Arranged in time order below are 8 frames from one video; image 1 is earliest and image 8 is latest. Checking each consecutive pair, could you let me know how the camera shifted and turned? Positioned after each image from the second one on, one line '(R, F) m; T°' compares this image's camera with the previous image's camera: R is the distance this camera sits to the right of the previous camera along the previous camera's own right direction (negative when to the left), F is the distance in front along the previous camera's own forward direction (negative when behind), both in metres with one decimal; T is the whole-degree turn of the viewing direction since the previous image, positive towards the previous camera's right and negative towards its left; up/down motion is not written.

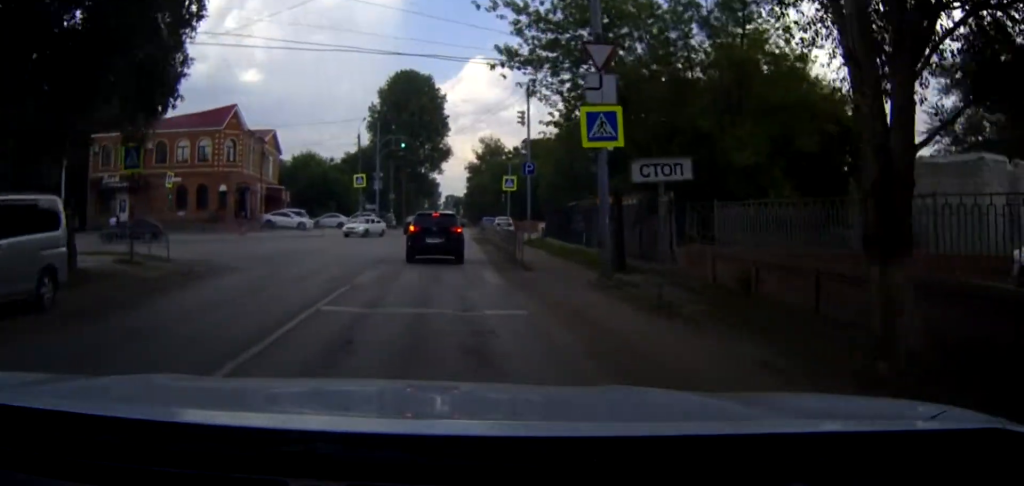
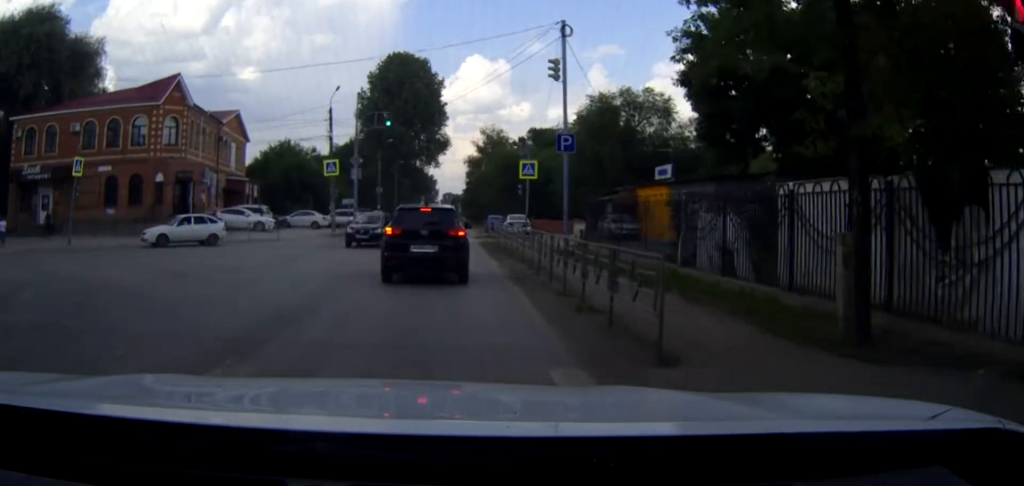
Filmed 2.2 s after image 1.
(-0.1, +13.7) m; 0°
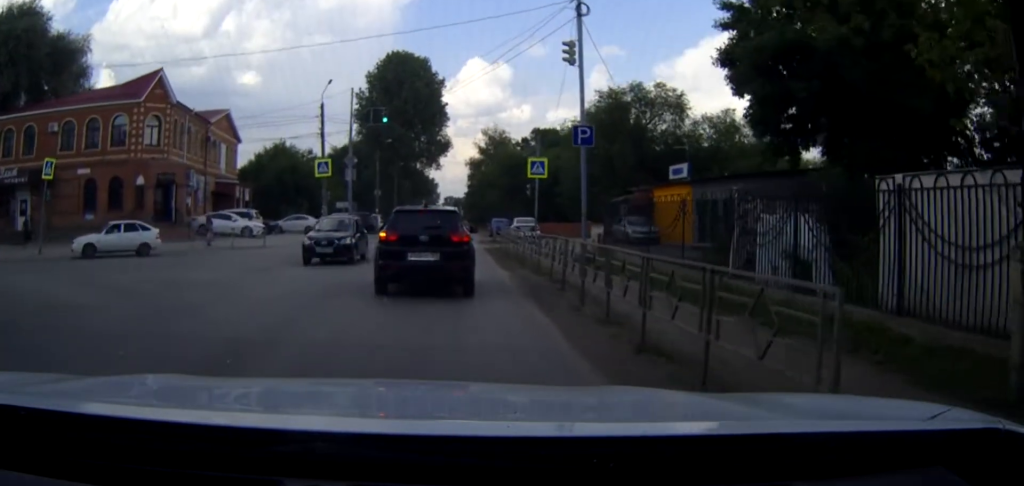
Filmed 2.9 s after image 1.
(0.0, +4.2) m; 0°
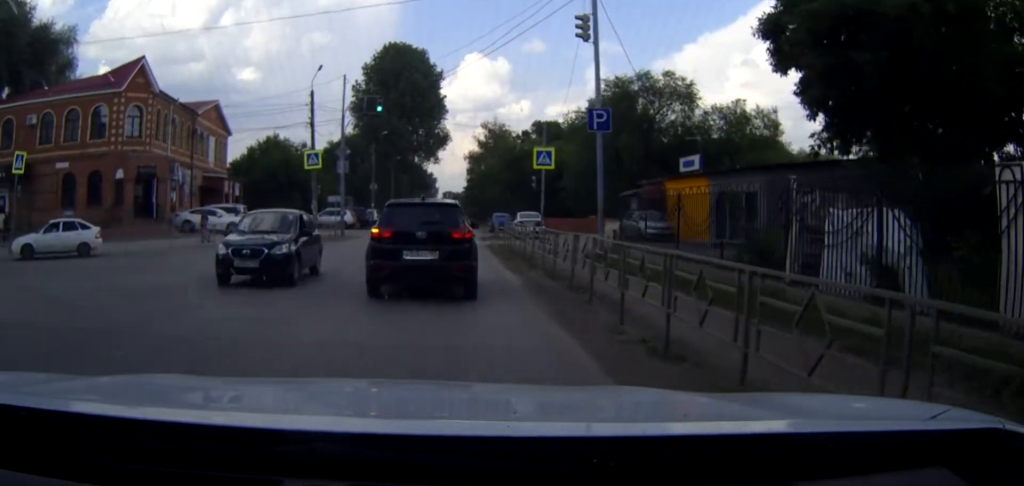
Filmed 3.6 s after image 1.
(0.0, +3.5) m; +1°
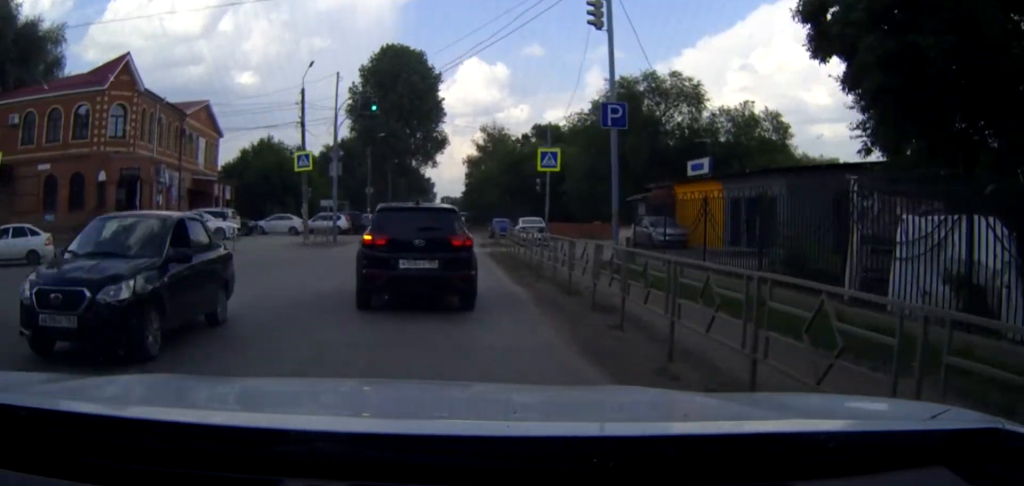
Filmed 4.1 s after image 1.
(0.0, +2.7) m; +1°
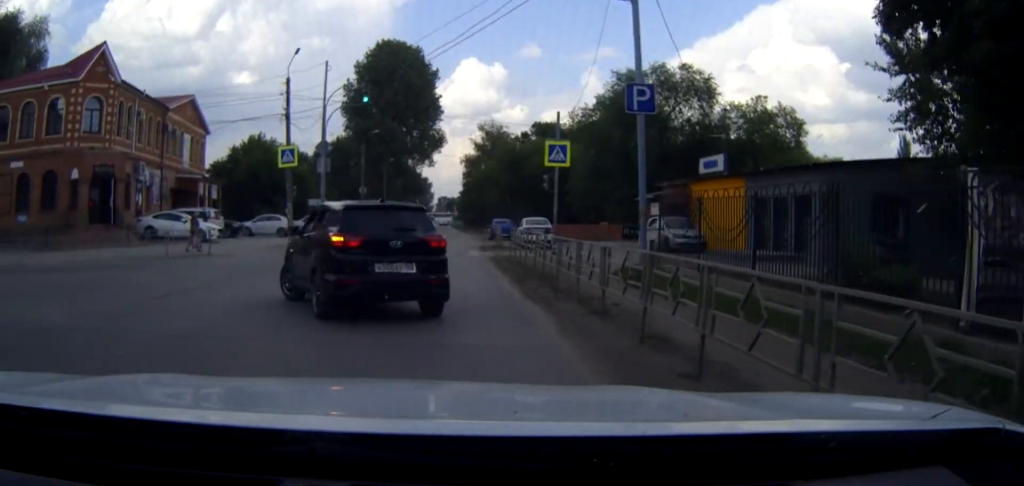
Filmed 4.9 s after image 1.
(+0.1, +3.5) m; +2°
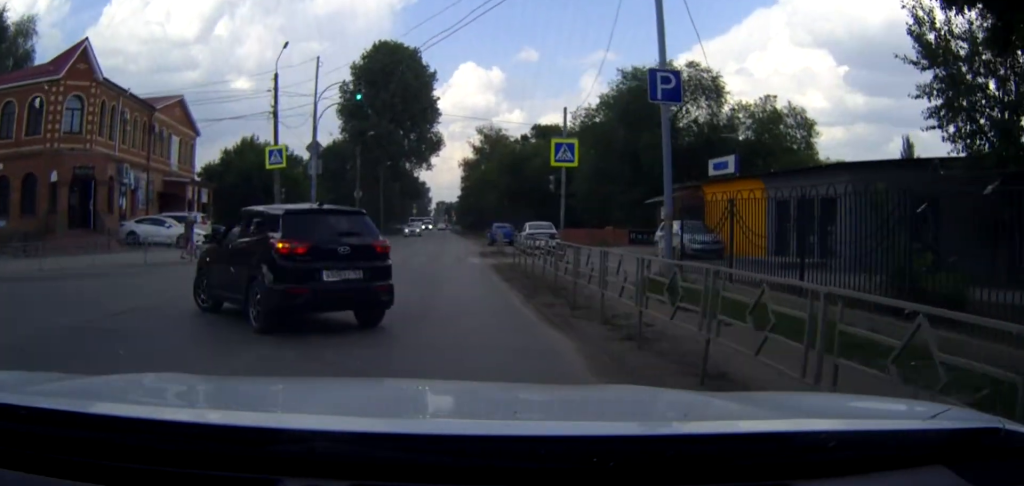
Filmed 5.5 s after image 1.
(0.0, +2.2) m; 0°
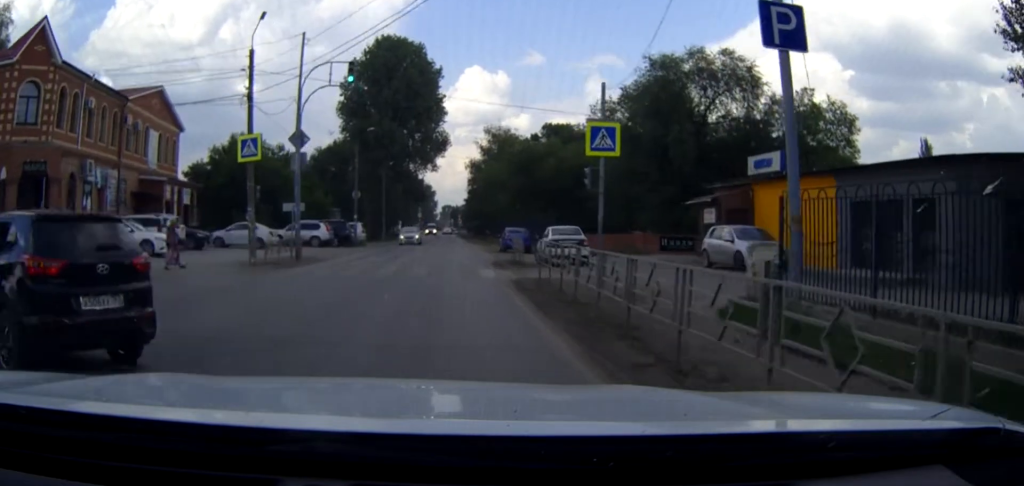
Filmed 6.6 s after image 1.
(0.0, +4.7) m; 0°
